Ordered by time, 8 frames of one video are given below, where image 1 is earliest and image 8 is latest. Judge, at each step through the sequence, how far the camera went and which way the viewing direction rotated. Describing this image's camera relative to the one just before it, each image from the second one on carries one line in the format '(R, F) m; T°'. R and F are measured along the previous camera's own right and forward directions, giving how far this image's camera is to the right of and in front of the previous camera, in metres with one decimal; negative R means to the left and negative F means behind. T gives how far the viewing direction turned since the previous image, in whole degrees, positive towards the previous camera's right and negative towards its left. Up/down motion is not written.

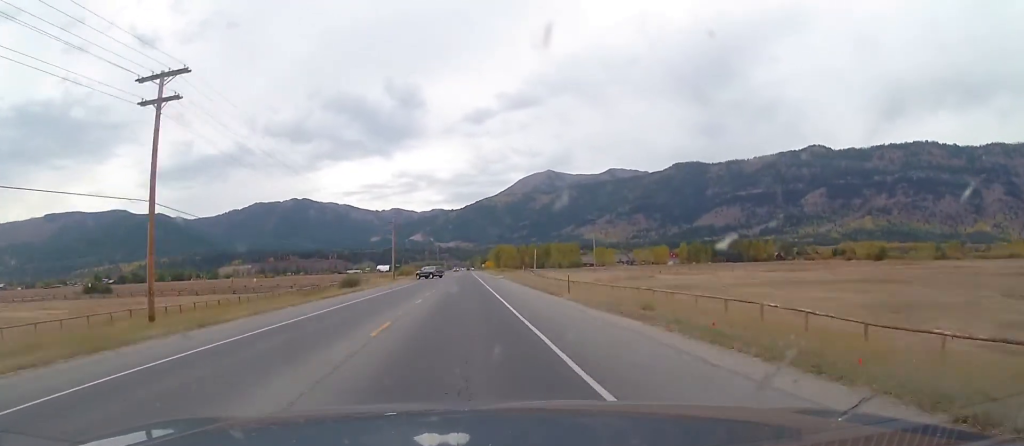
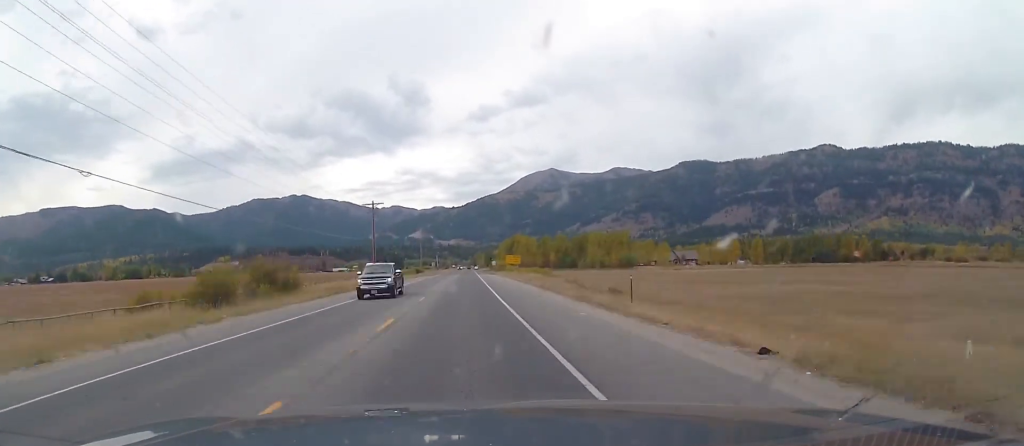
(0.0, +107.9) m; 0°
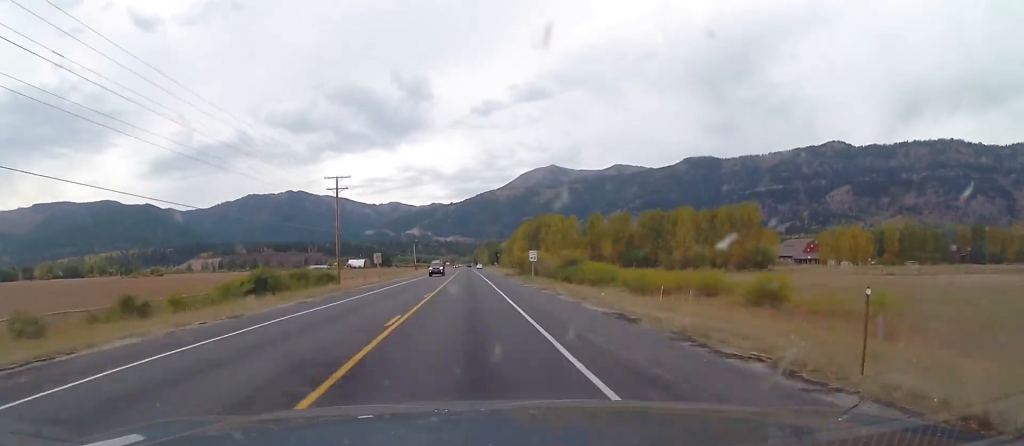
(0.0, +98.2) m; 0°
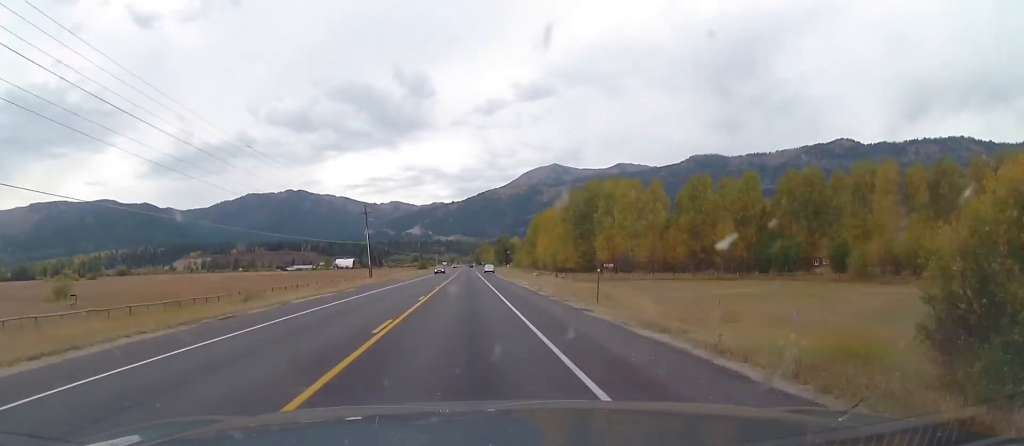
(0.0, +65.2) m; 0°
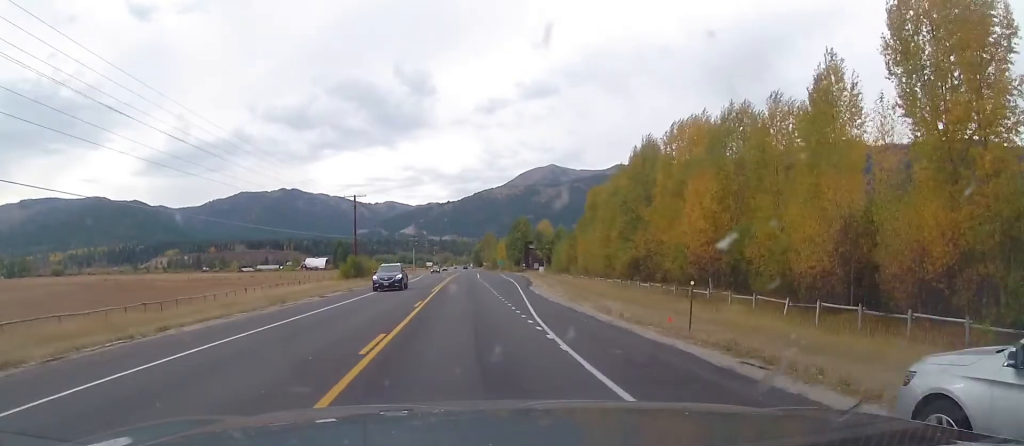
(0.0, +100.3) m; 0°
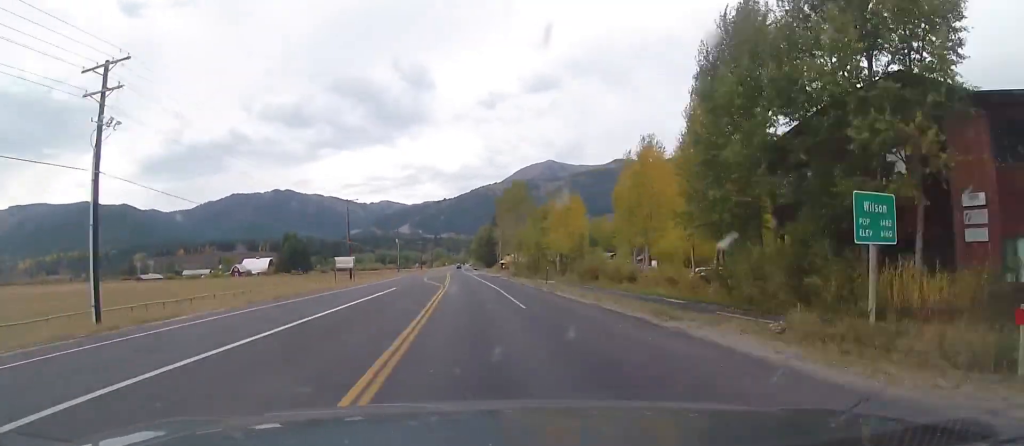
(-0.5, +145.0) m; -1°
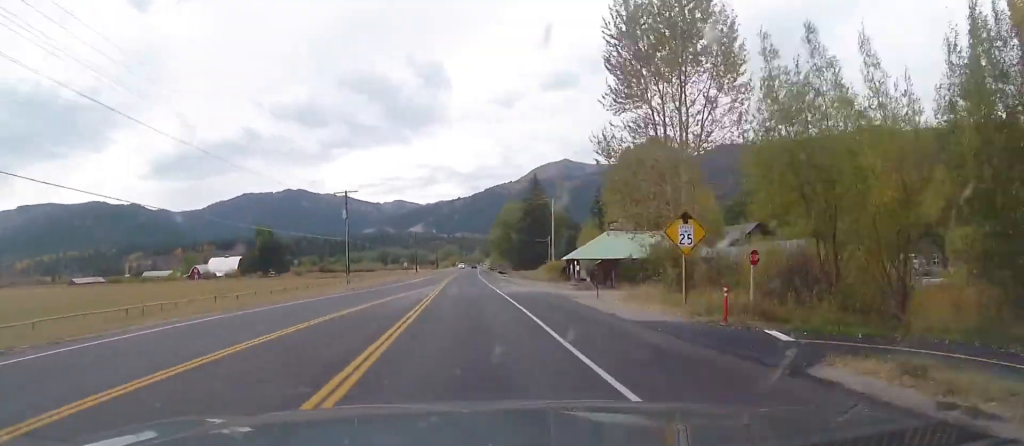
(-0.2, +62.2) m; 0°
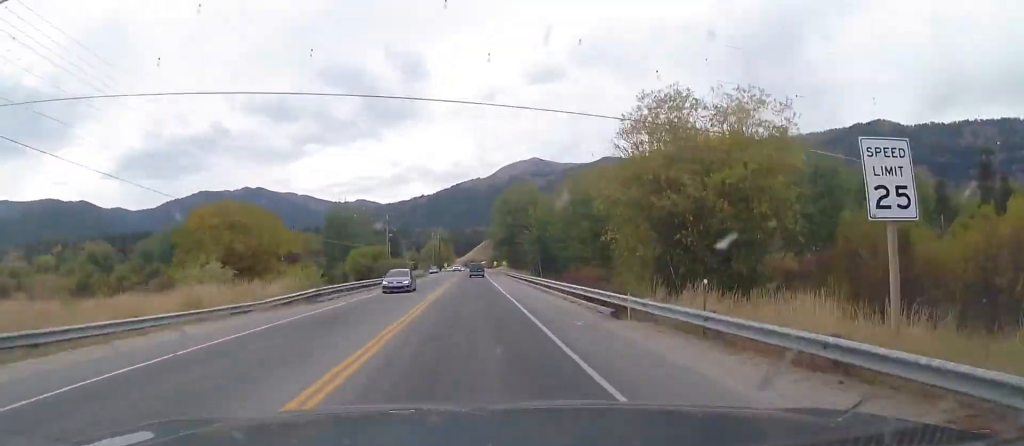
(+5.3, +277.4) m; +3°
